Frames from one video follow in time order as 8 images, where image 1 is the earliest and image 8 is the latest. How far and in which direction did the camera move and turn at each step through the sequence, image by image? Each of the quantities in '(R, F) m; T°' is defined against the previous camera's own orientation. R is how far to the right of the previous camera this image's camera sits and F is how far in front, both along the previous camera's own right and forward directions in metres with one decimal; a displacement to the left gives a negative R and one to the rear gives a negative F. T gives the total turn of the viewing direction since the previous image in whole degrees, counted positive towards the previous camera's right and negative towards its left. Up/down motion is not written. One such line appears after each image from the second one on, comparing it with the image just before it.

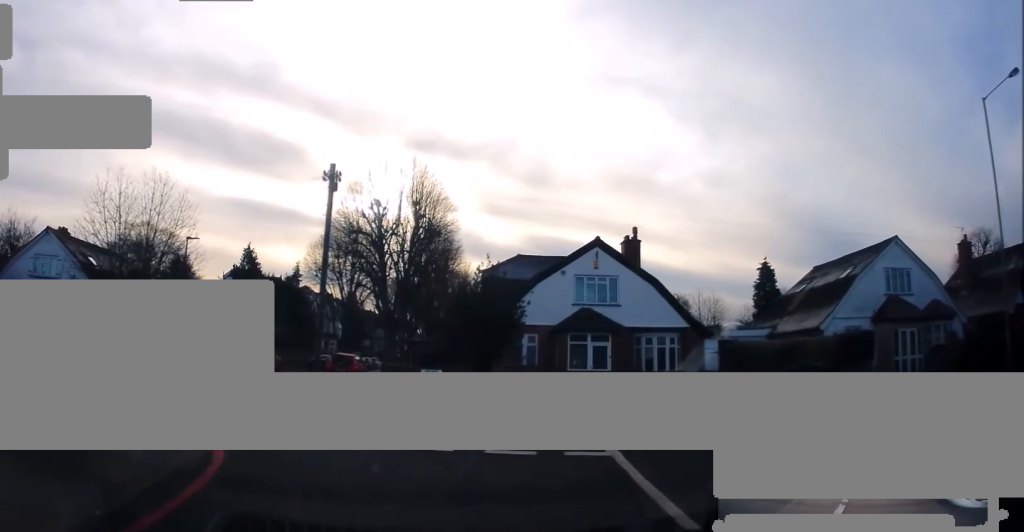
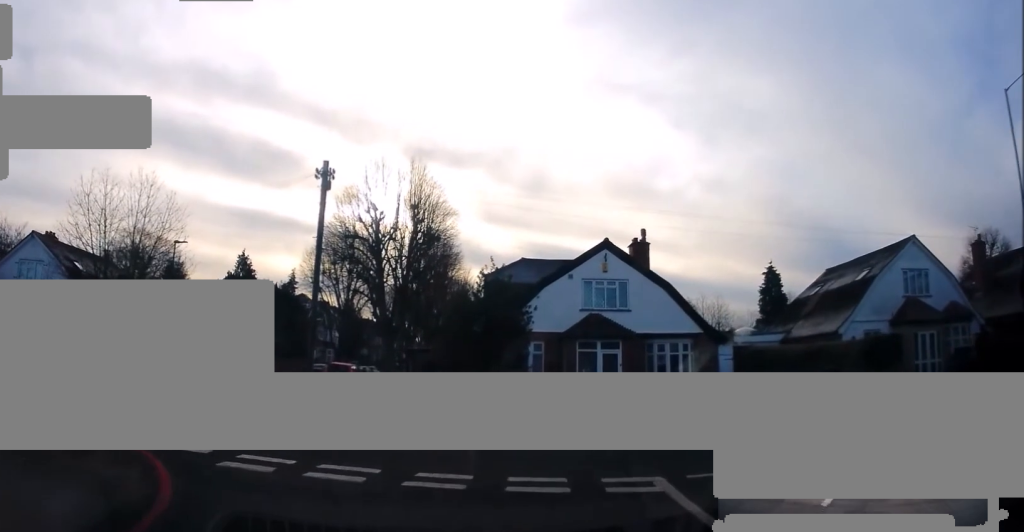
(0.0, +1.4) m; -3°
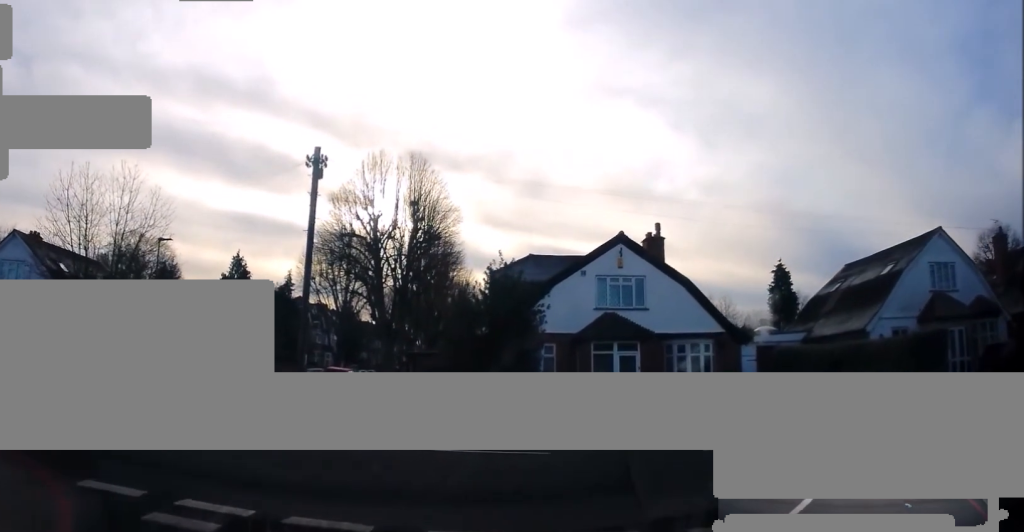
(-0.1, +1.7) m; -2°
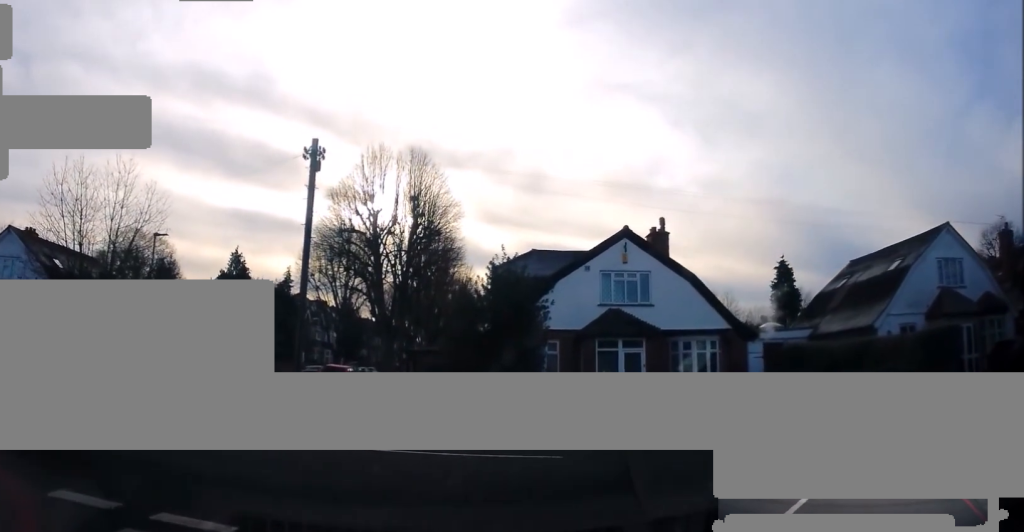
(-0.1, +0.5) m; 0°
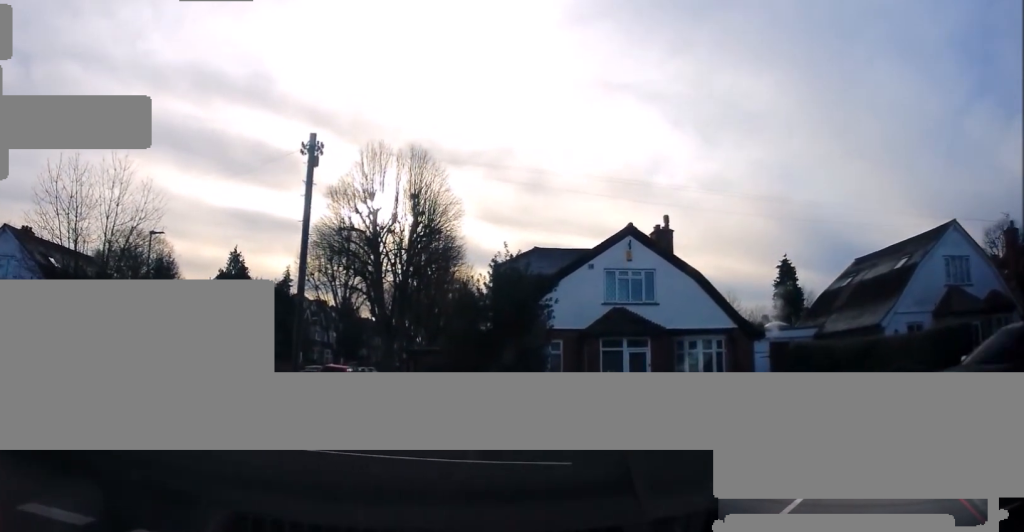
(+0.1, +0.3) m; 0°
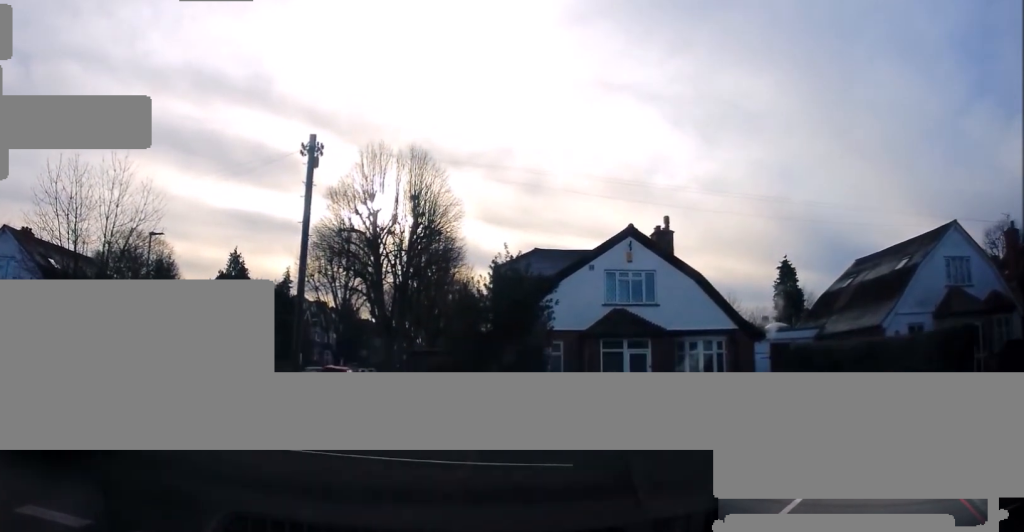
(0.0, +0.1) m; 0°
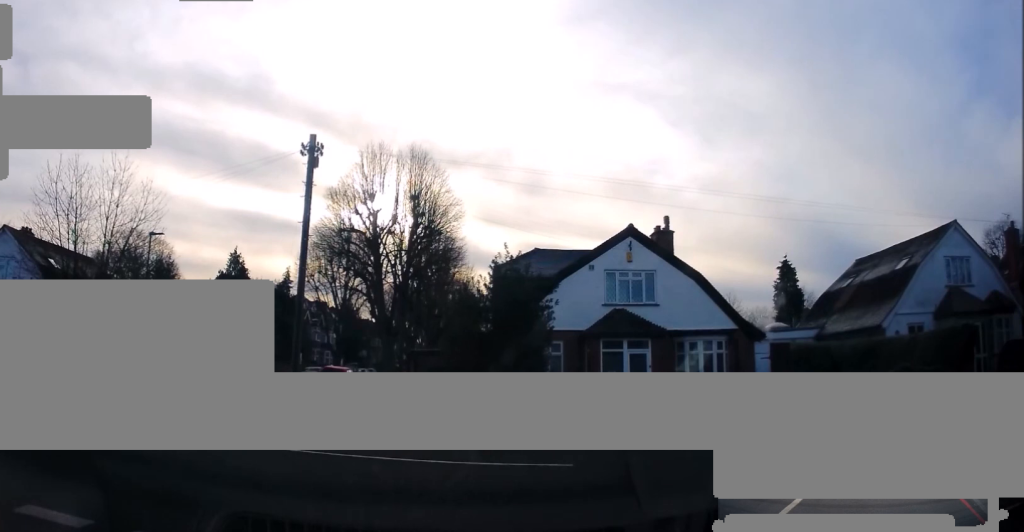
(0.0, 0.0) m; 0°
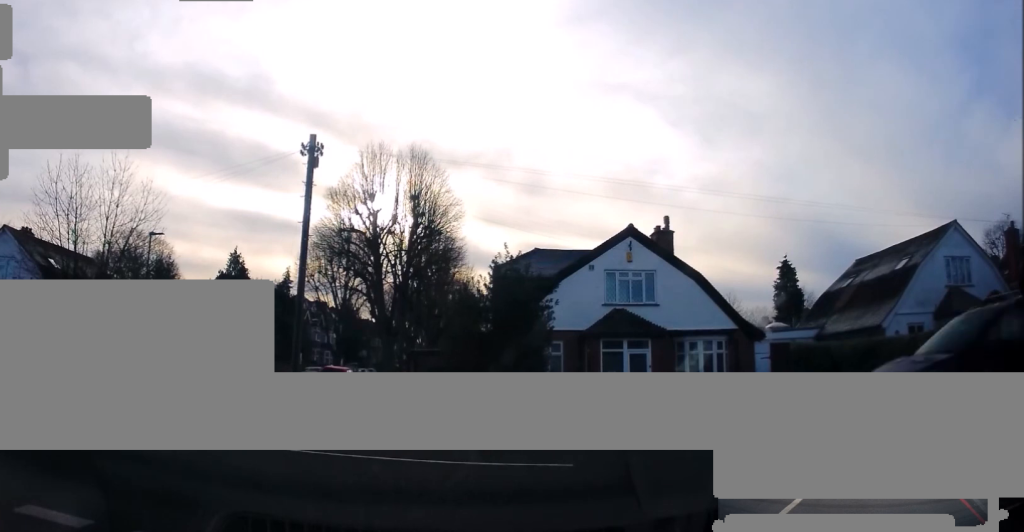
(0.0, 0.0) m; 0°
